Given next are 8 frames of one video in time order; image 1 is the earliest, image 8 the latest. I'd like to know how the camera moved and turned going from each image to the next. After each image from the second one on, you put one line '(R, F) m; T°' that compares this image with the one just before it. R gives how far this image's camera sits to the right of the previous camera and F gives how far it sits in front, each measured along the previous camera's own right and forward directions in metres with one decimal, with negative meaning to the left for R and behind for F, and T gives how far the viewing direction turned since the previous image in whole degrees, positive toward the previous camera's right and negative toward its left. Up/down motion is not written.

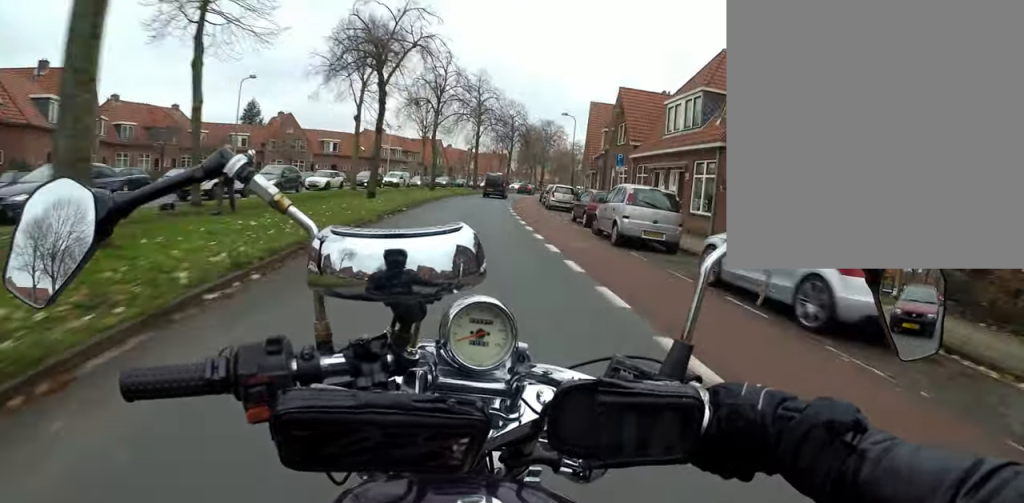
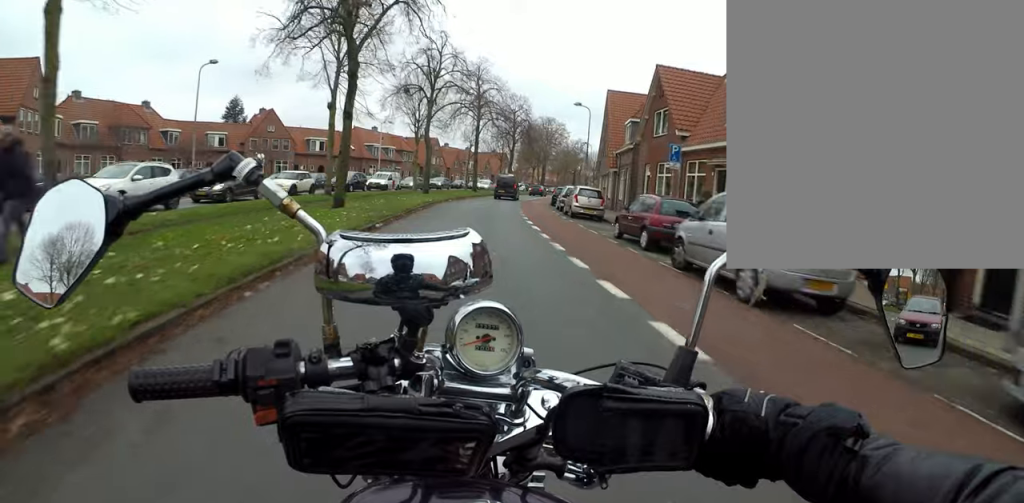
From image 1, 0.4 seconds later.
(+0.2, +5.6) m; +3°
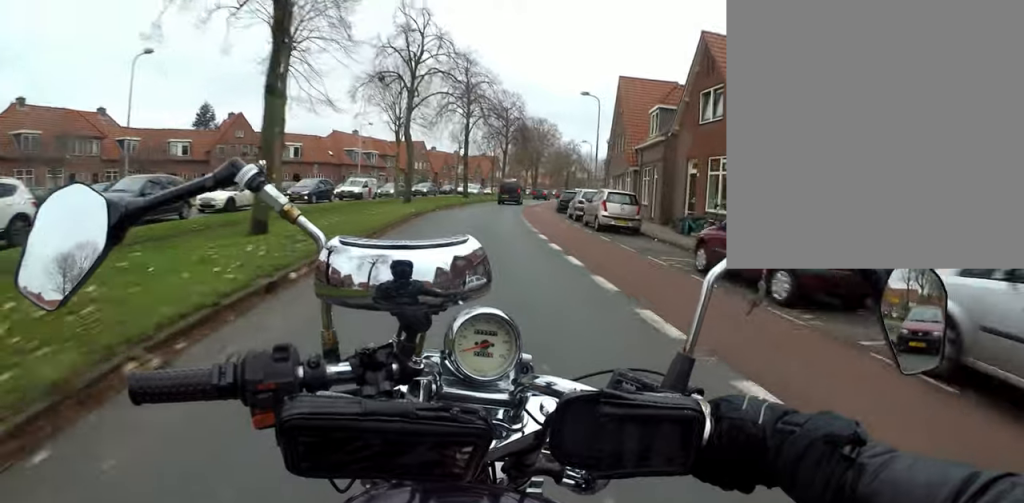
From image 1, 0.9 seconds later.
(+0.2, +5.6) m; +3°
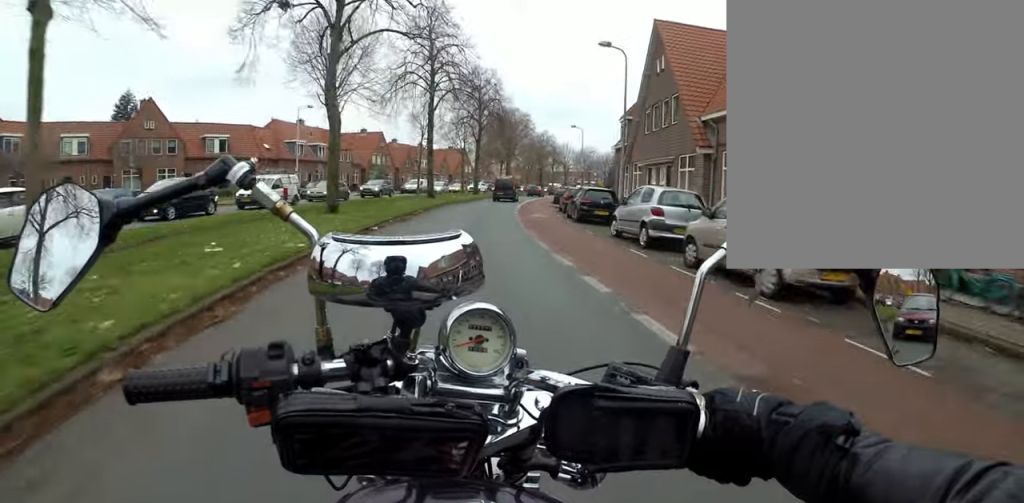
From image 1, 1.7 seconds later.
(+0.6, +10.5) m; +3°
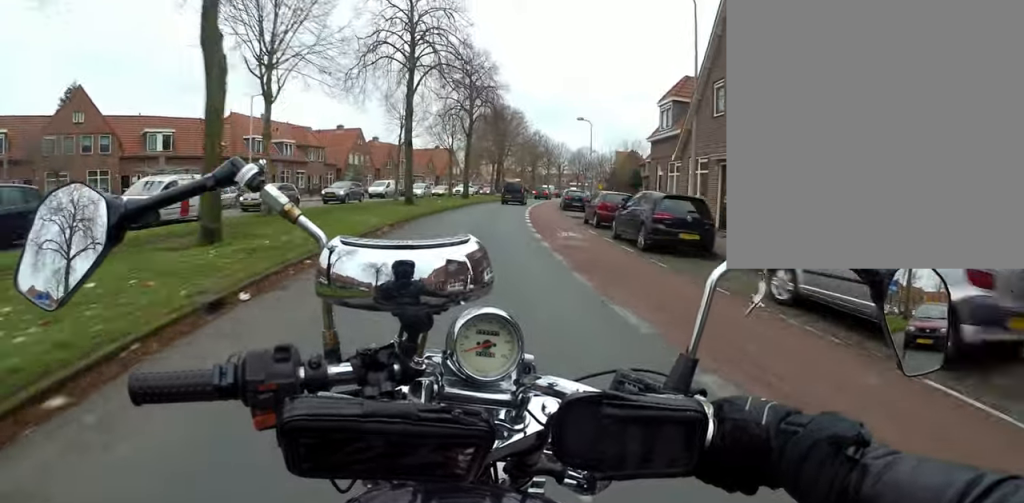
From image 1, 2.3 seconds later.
(+0.3, +7.5) m; 0°
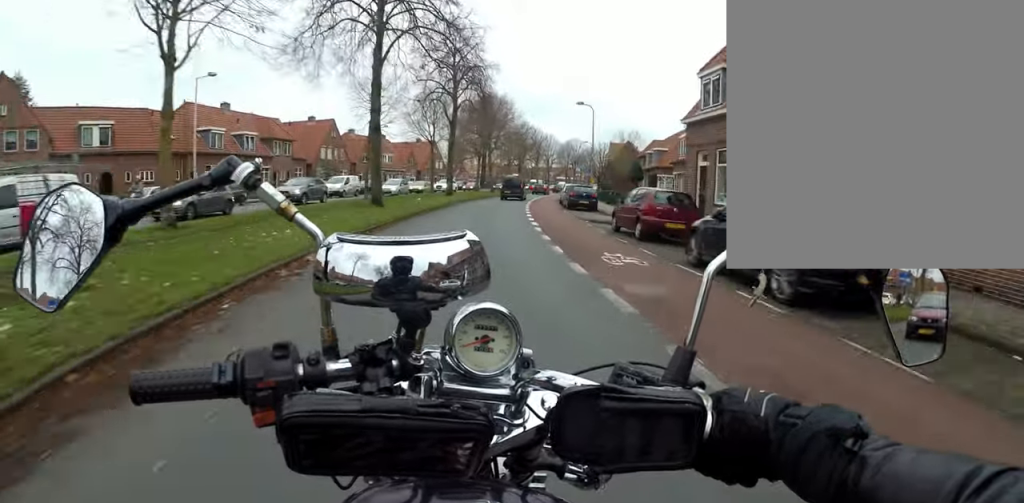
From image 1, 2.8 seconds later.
(-0.4, +5.4) m; -1°
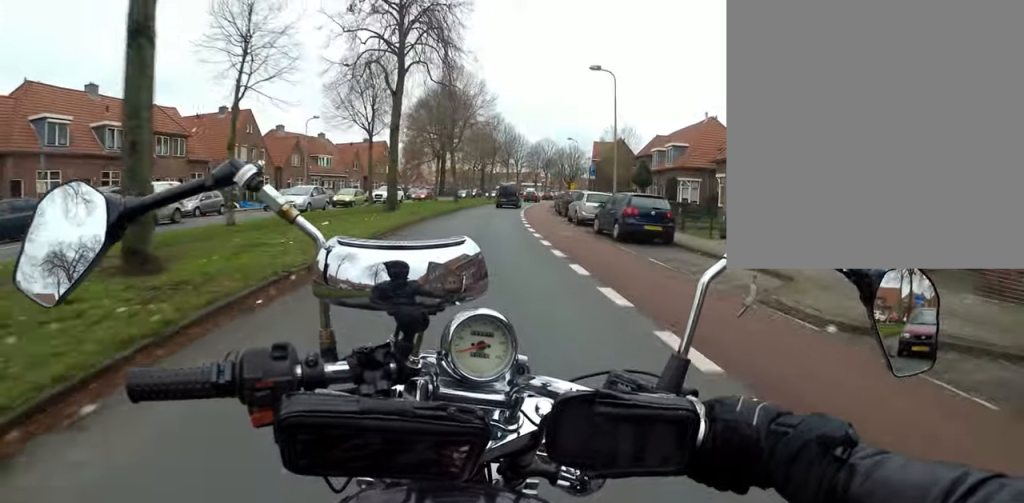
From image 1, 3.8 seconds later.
(0.0, +13.3) m; +3°
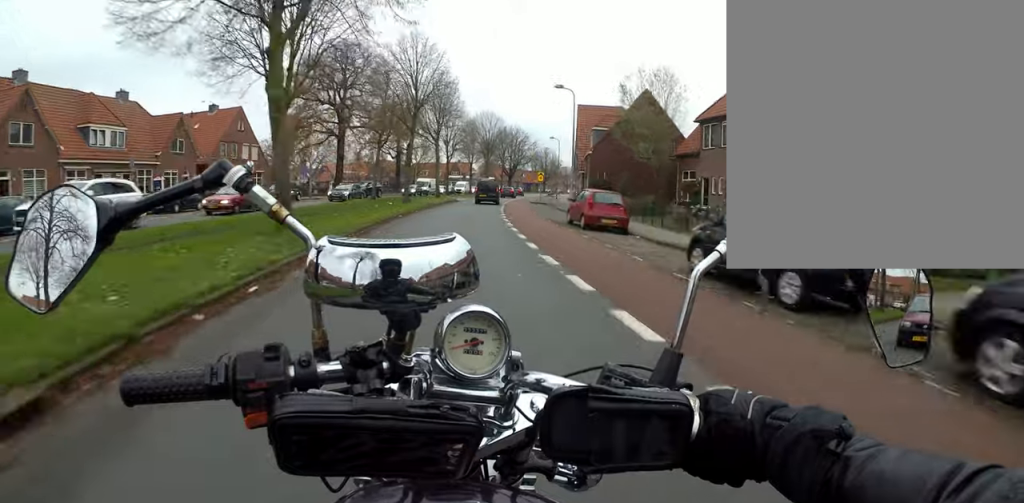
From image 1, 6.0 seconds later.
(+2.9, +28.6) m; +10°
